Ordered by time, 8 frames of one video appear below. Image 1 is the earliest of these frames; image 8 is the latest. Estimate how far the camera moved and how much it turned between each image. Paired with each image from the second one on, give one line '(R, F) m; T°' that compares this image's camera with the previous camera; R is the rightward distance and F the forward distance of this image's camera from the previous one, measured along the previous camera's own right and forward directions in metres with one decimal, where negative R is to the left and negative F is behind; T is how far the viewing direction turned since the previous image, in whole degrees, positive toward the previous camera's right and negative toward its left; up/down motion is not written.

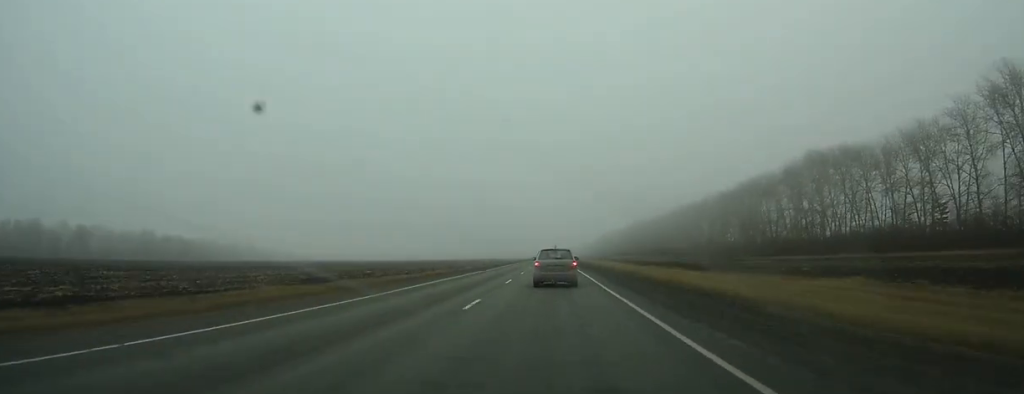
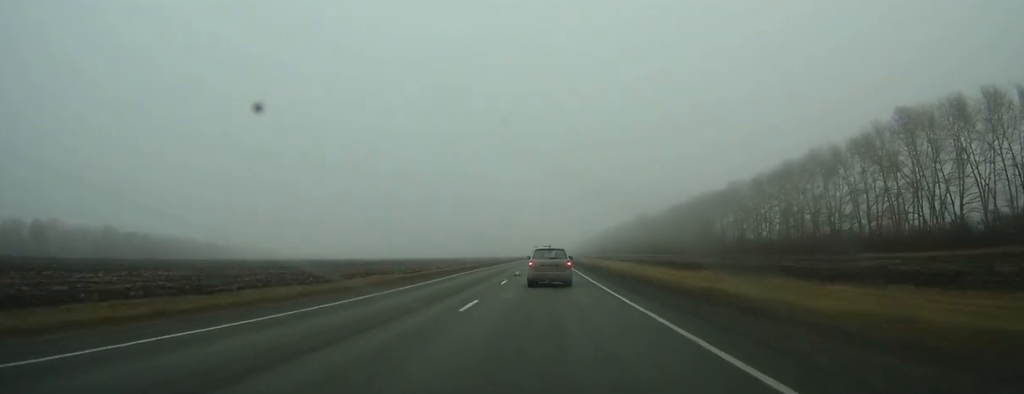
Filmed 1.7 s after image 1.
(-0.1, +36.7) m; 0°
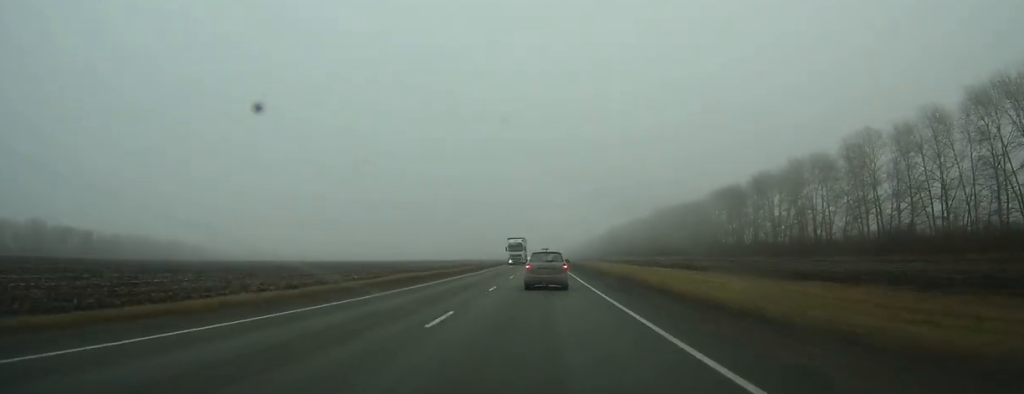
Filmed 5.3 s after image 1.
(+0.3, +74.3) m; 0°
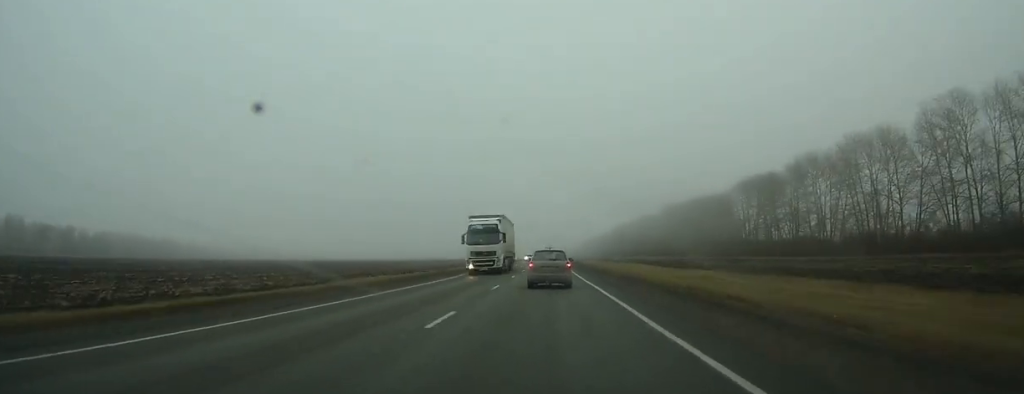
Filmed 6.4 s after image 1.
(0.0, +23.9) m; 0°
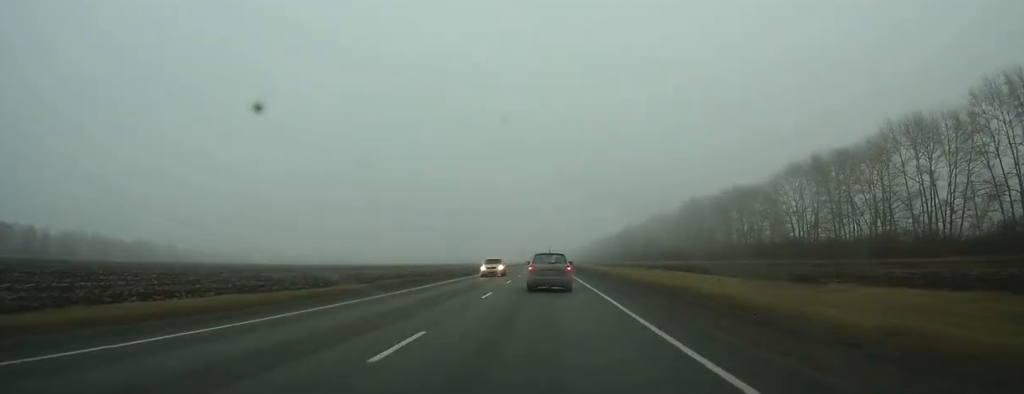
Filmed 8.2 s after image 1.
(-0.2, +38.4) m; 0°
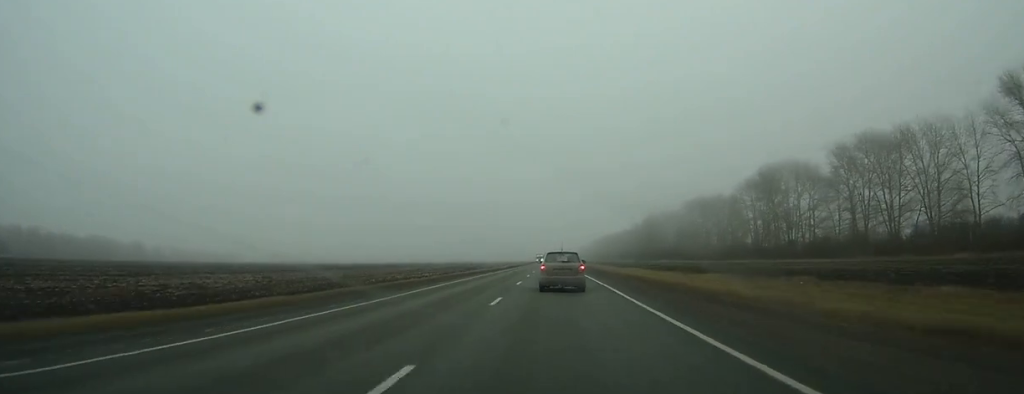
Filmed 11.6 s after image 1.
(-0.2, +74.1) m; 0°
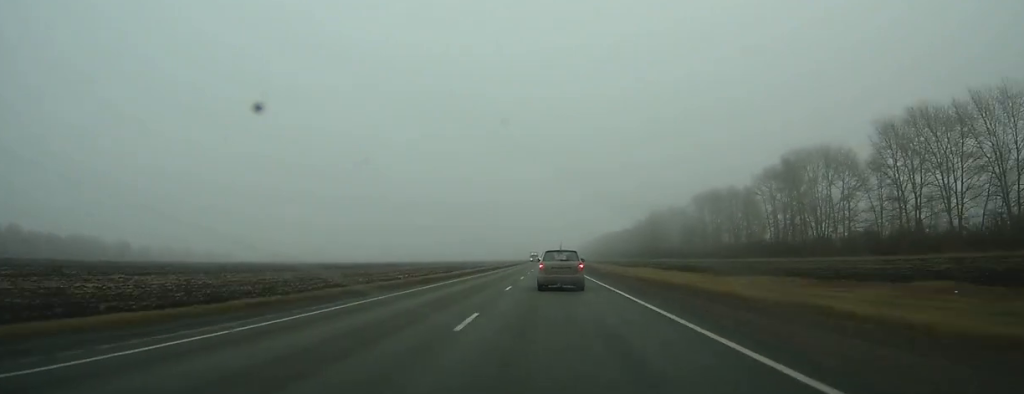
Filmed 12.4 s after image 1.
(0.0, +17.9) m; 0°
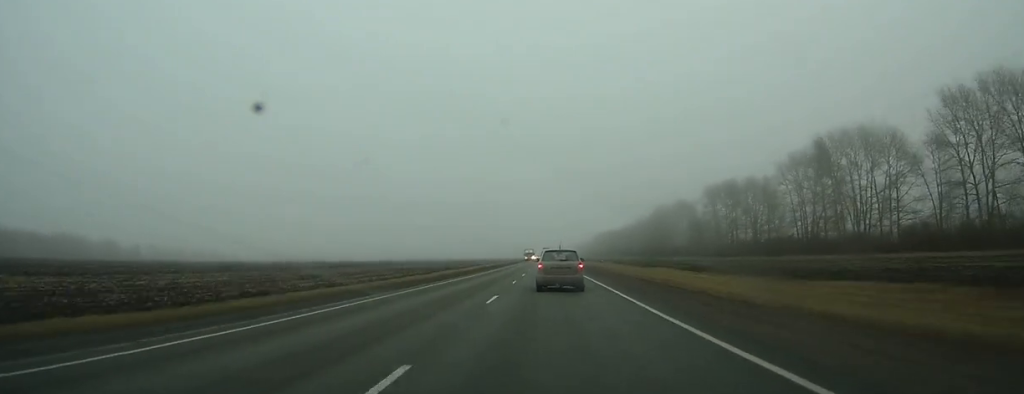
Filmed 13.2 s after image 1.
(+0.1, +17.9) m; 0°
